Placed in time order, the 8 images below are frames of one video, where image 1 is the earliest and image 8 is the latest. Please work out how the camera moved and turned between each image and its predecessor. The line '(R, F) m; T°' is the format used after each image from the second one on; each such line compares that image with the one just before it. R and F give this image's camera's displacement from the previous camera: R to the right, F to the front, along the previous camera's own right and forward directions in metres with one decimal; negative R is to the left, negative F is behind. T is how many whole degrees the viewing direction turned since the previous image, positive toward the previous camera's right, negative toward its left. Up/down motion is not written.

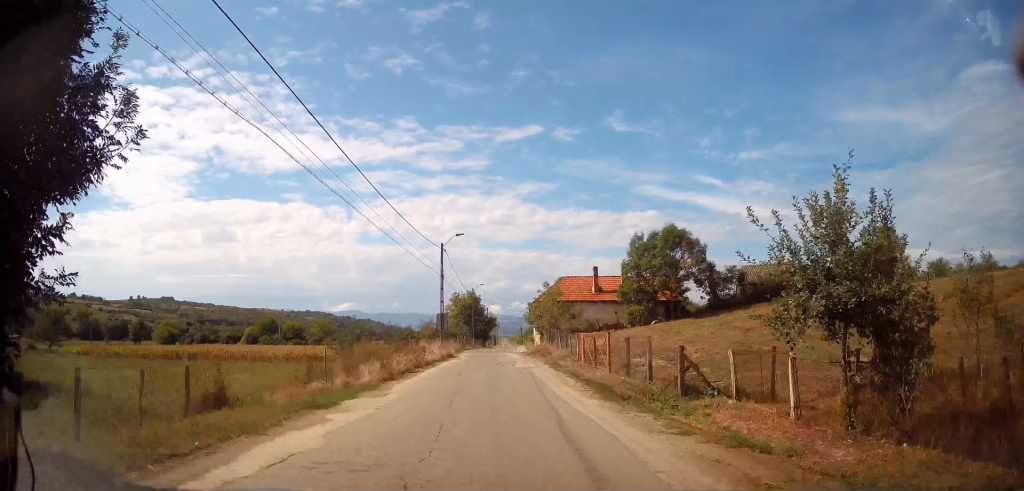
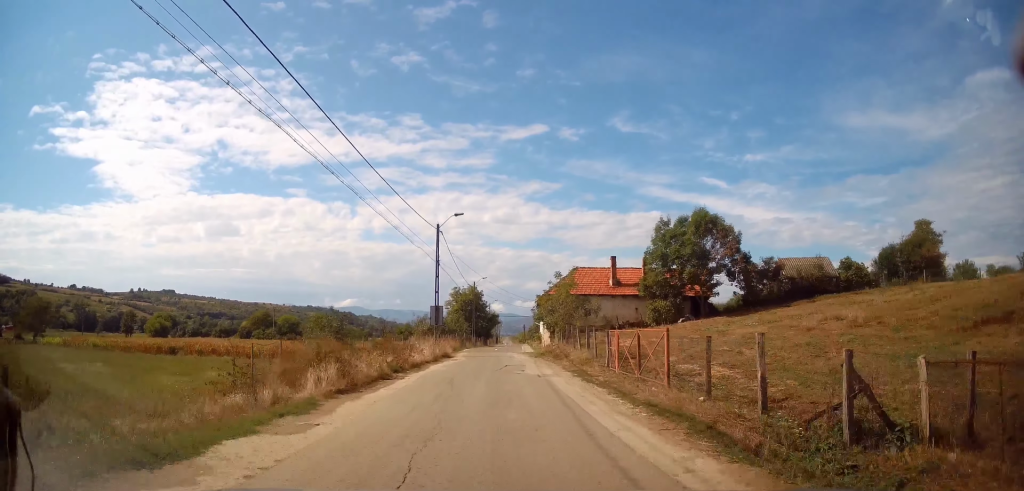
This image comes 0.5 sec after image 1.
(0.0, +5.7) m; 0°
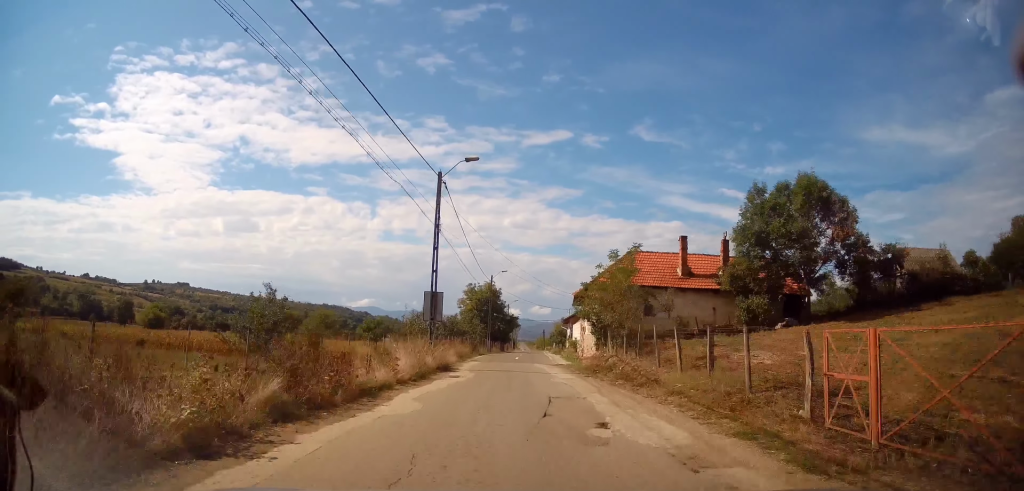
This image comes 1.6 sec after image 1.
(0.0, +11.4) m; +1°
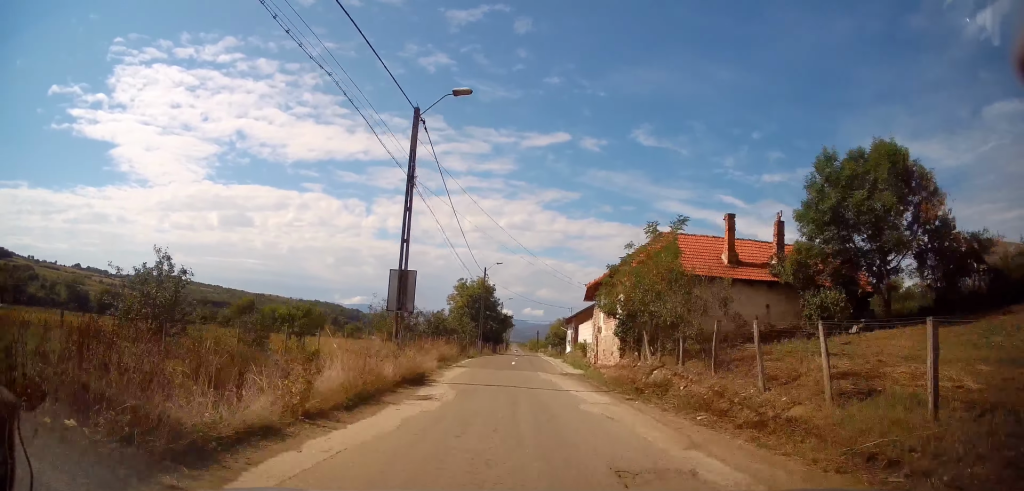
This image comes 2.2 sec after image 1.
(+0.2, +6.8) m; 0°
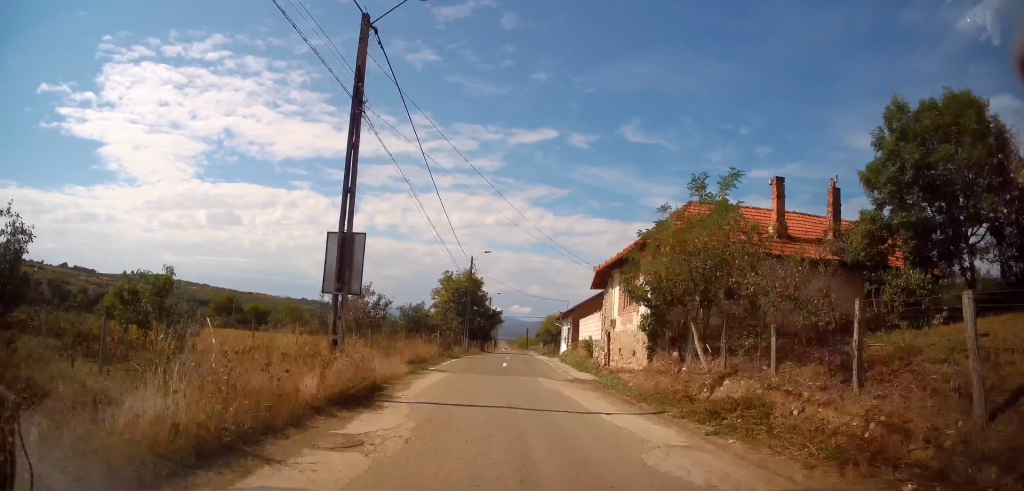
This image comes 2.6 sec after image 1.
(-0.1, +5.5) m; +1°
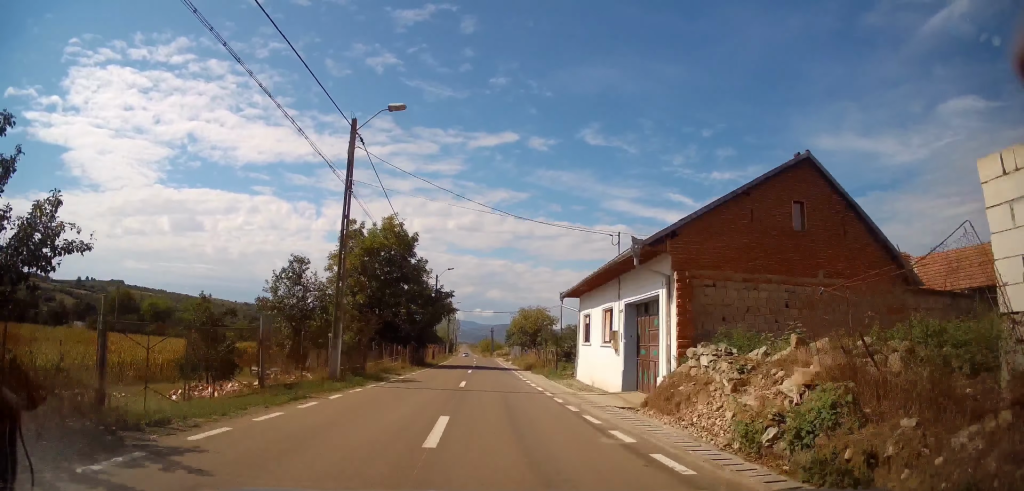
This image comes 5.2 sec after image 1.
(+1.8, +31.4) m; +4°
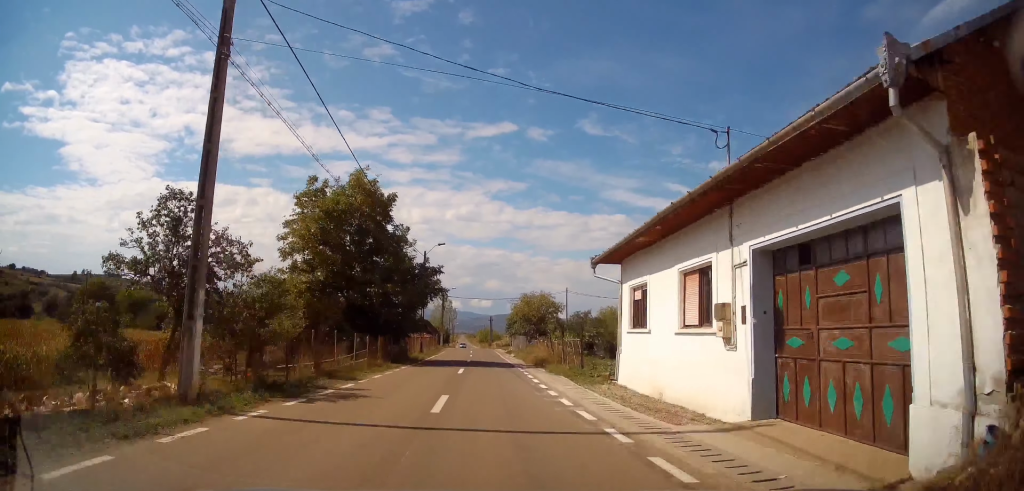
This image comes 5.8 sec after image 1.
(-0.2, +8.6) m; -1°
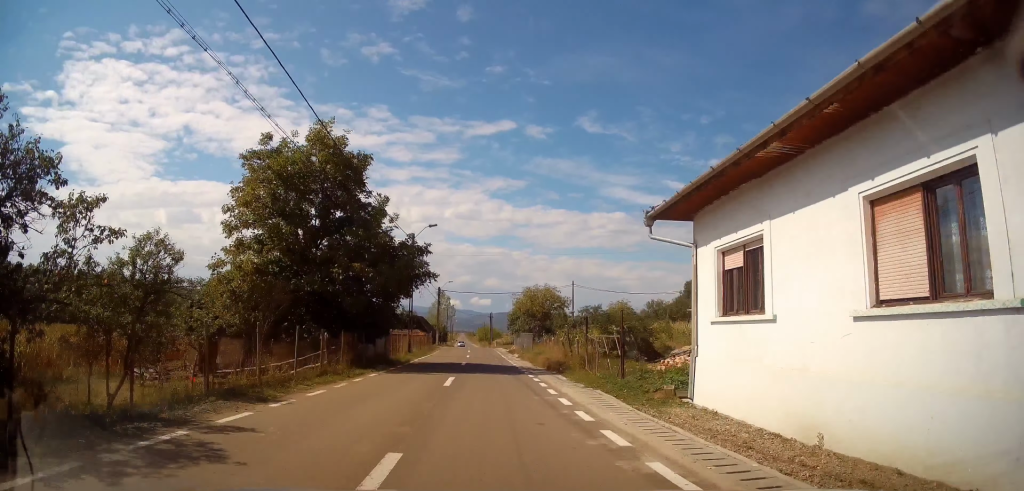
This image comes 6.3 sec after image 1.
(-0.1, +6.4) m; 0°
